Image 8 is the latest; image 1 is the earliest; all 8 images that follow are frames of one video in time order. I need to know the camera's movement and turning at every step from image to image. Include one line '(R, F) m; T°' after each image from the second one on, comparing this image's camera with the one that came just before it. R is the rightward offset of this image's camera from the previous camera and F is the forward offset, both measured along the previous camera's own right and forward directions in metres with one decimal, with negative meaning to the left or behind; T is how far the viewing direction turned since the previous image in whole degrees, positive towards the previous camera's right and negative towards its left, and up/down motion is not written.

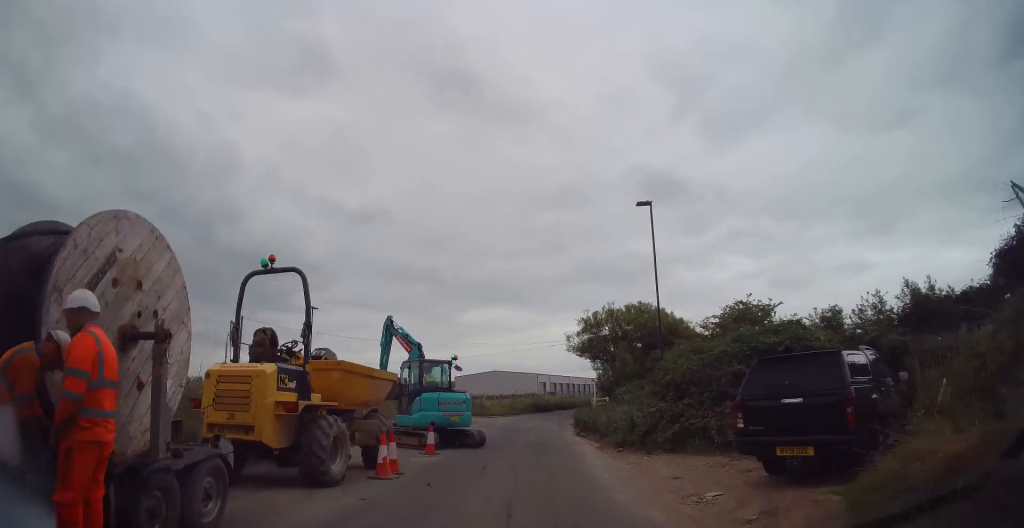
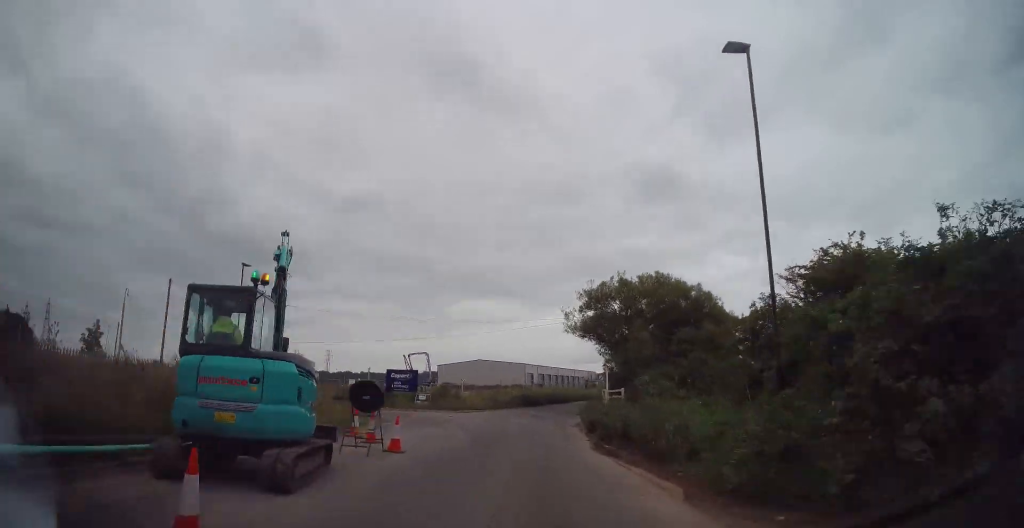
(-0.2, +10.8) m; +1°
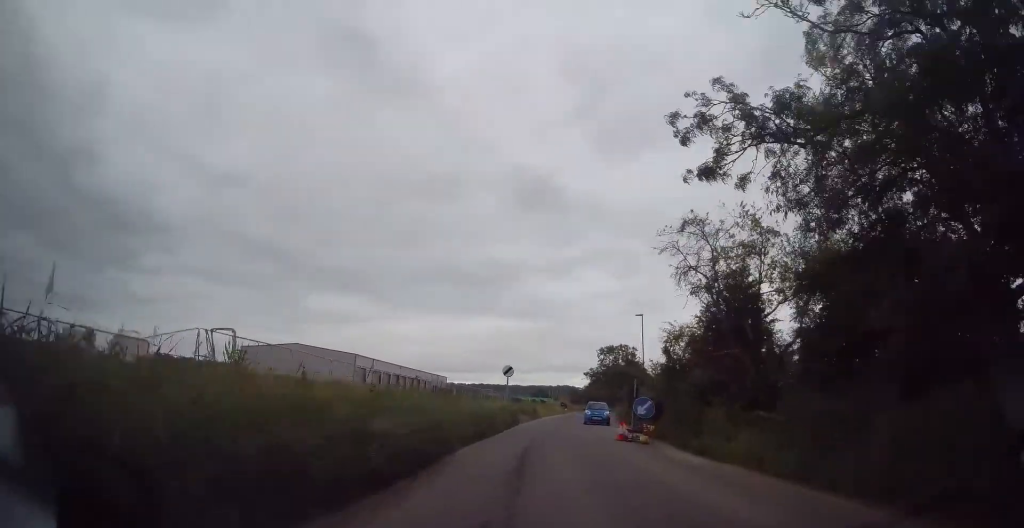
(+6.0, +43.0) m; +19°
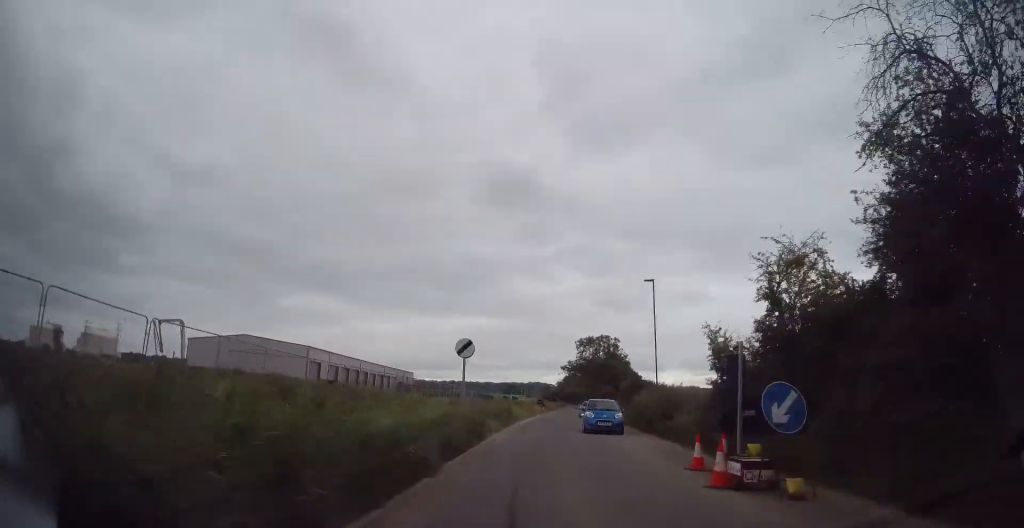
(+0.7, +12.9) m; +3°
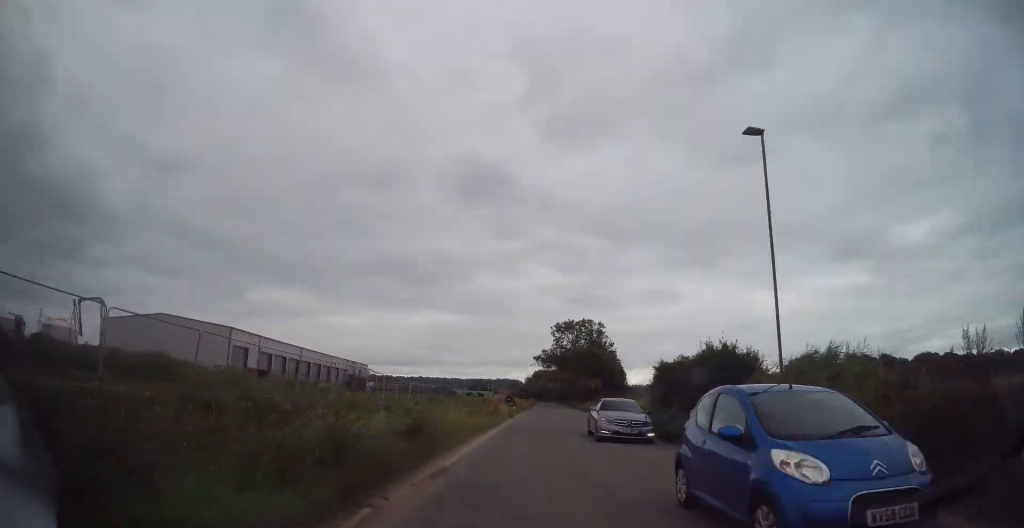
(+0.6, +19.4) m; +3°
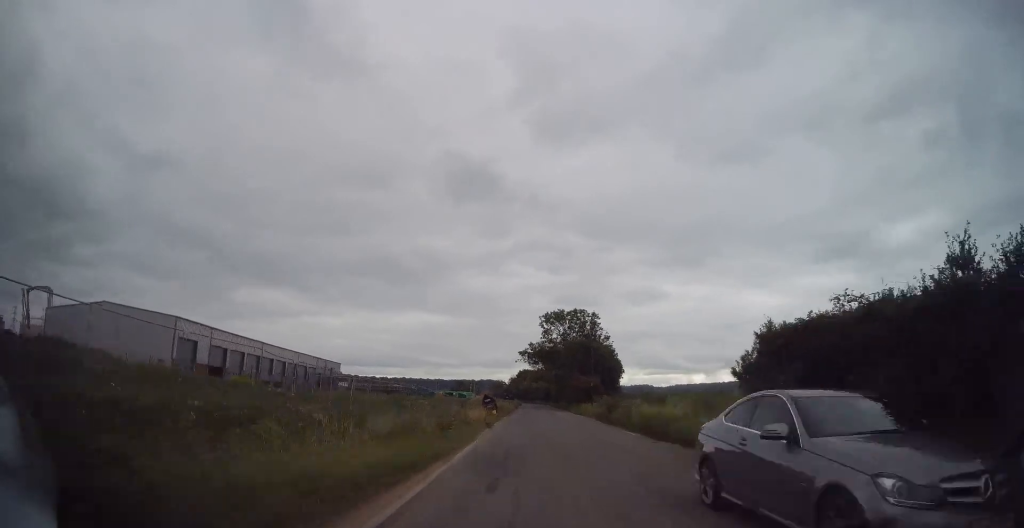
(0.0, +12.7) m; +1°
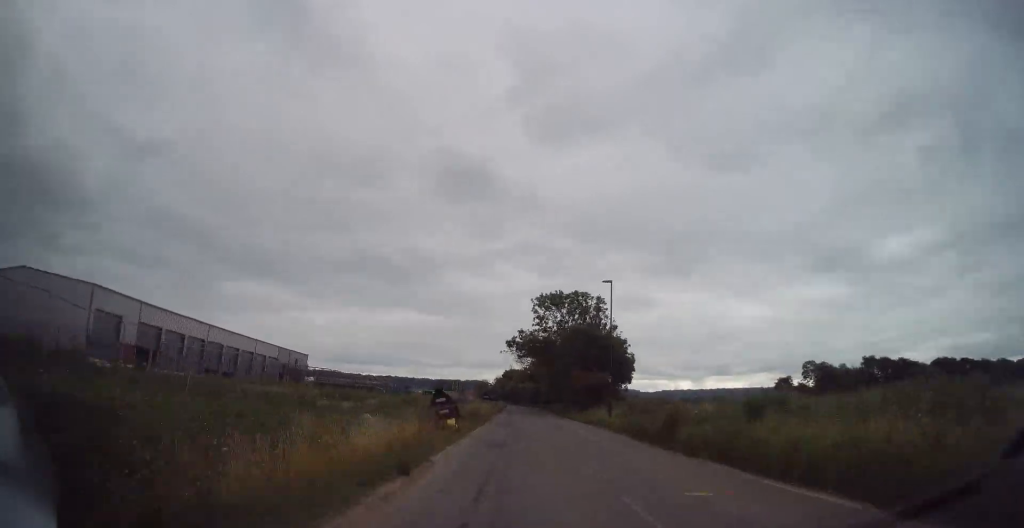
(+0.2, +16.8) m; +1°
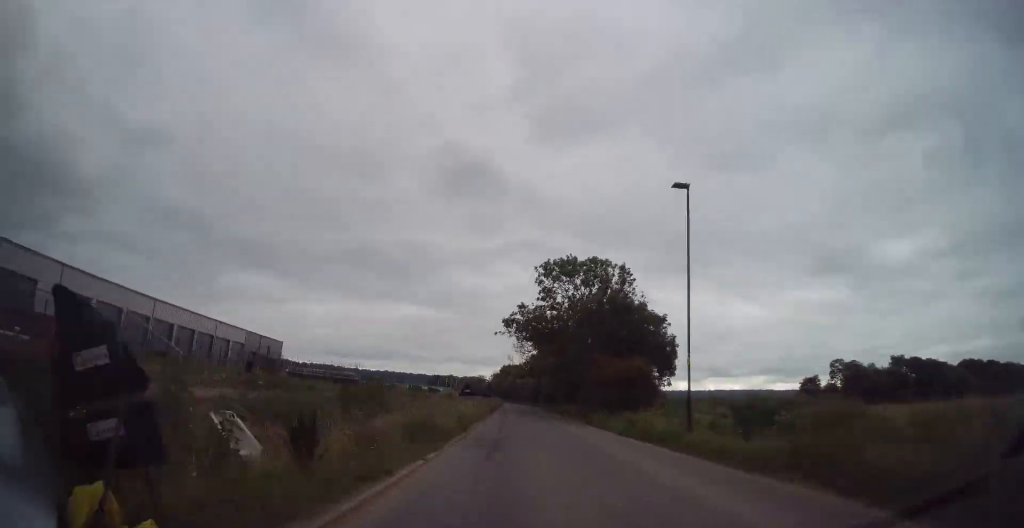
(+0.2, +14.8) m; 0°
